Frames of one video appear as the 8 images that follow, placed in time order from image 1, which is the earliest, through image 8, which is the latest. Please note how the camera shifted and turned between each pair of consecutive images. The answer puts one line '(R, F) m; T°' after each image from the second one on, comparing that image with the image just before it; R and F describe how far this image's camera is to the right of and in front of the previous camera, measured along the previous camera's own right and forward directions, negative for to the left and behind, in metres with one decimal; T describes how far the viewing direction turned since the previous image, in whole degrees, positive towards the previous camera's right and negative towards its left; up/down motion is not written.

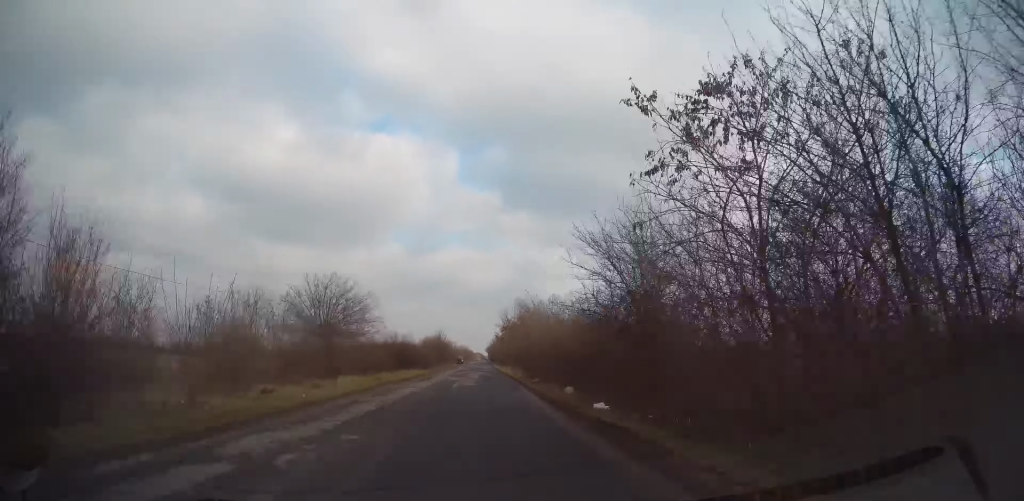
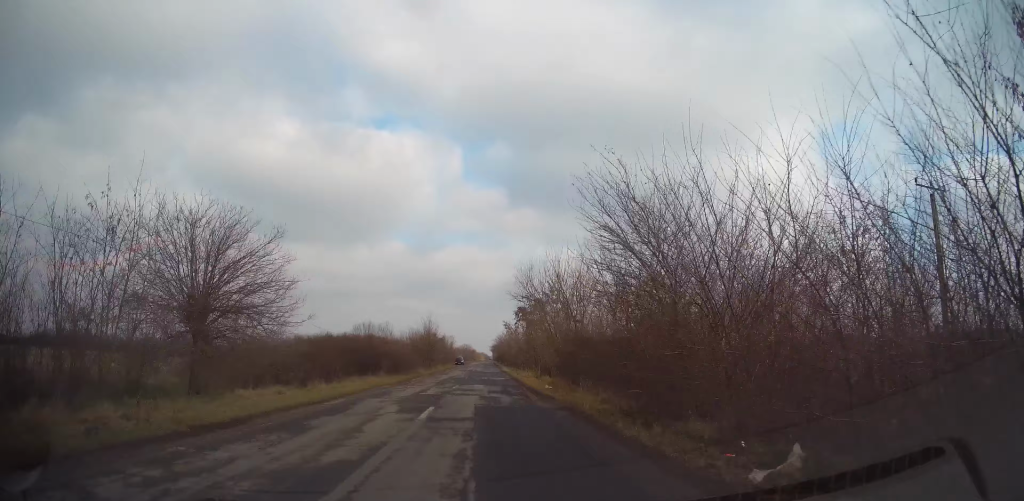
(+0.4, +24.5) m; 0°
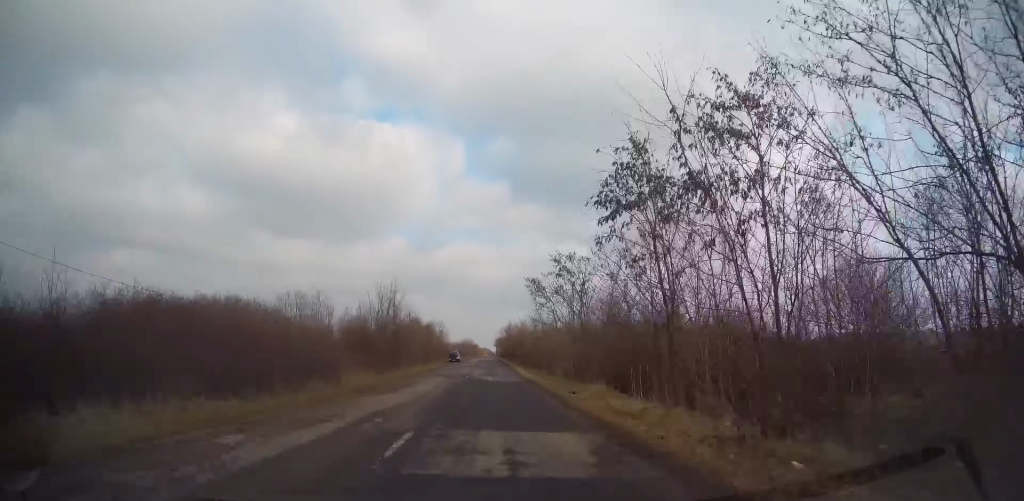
(-0.6, +29.2) m; -1°
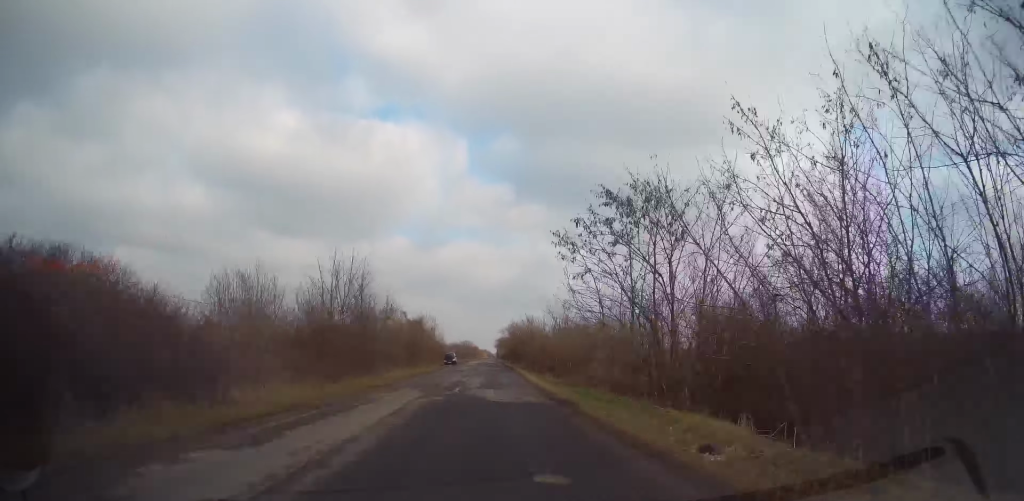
(-0.3, +11.3) m; 0°
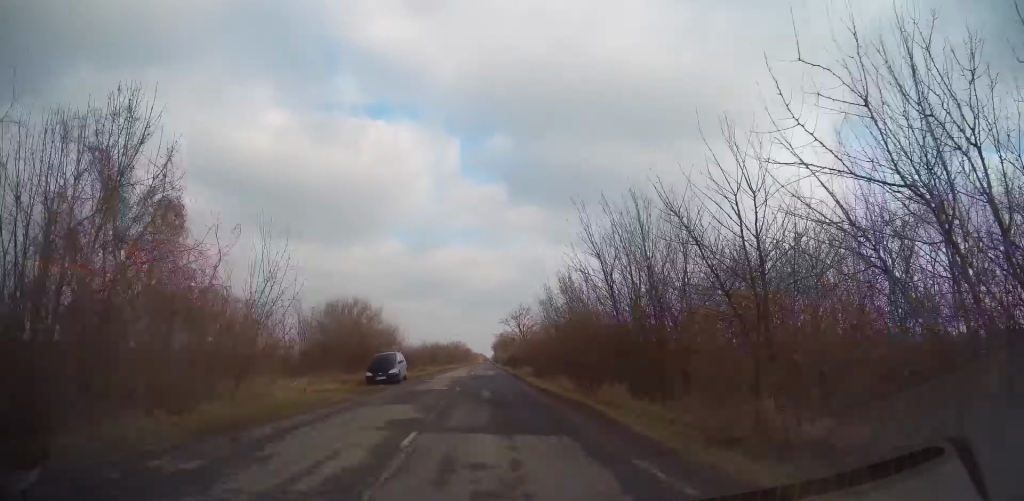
(+0.8, +46.1) m; 0°
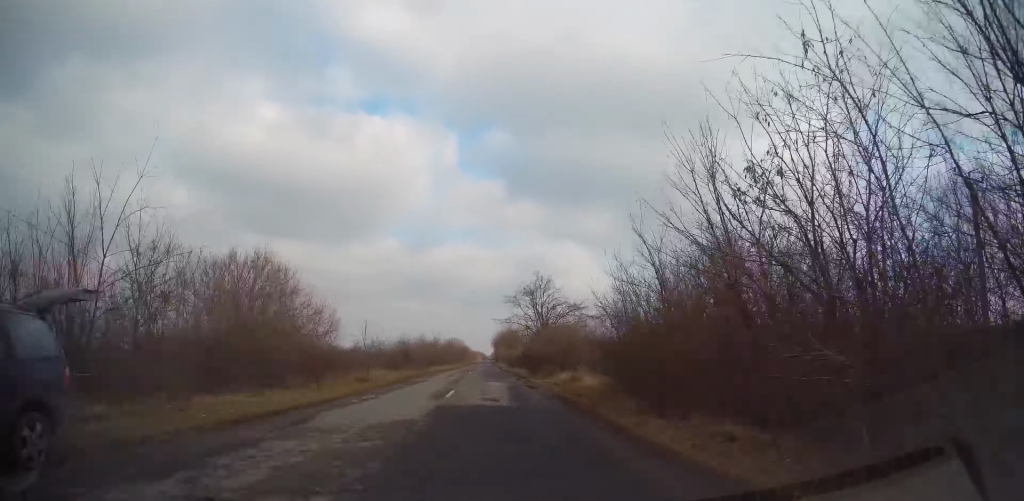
(-0.1, +26.5) m; +1°
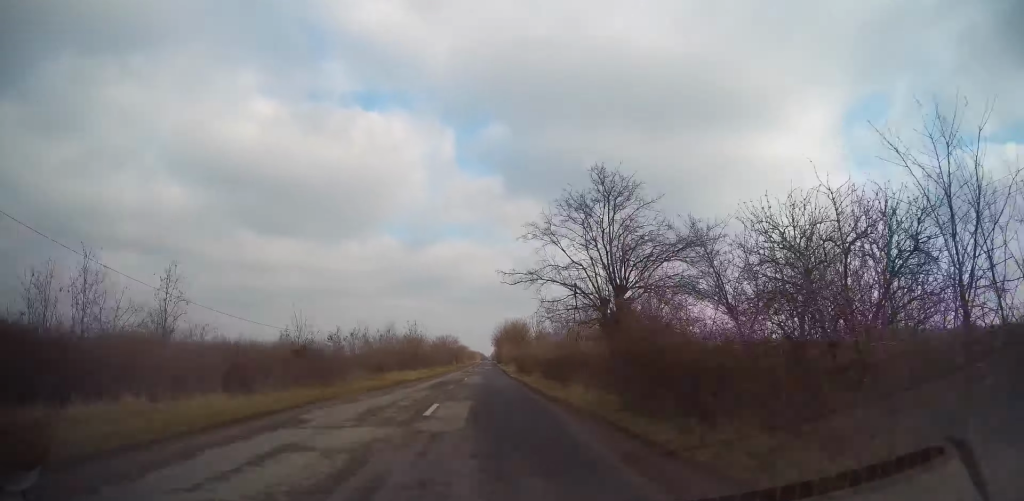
(+0.4, +28.2) m; +1°
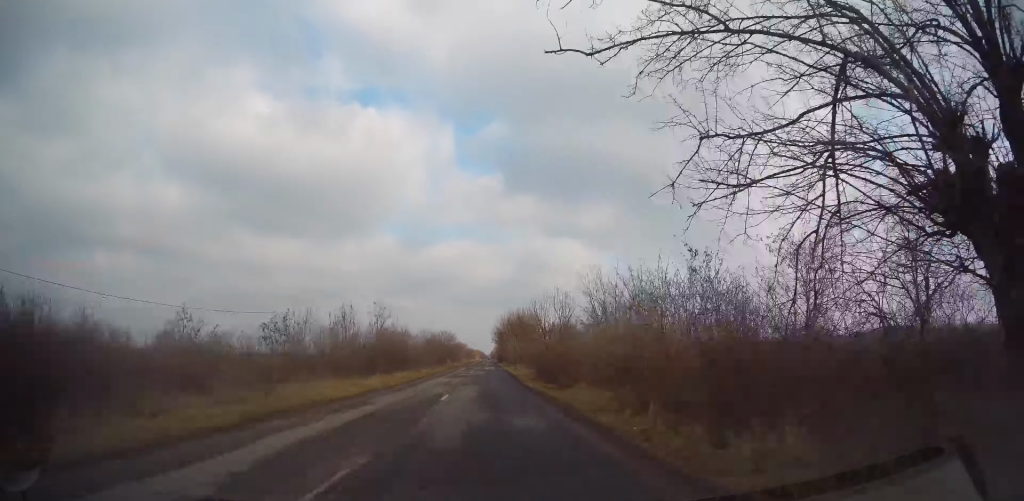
(+0.1, +18.1) m; 0°
